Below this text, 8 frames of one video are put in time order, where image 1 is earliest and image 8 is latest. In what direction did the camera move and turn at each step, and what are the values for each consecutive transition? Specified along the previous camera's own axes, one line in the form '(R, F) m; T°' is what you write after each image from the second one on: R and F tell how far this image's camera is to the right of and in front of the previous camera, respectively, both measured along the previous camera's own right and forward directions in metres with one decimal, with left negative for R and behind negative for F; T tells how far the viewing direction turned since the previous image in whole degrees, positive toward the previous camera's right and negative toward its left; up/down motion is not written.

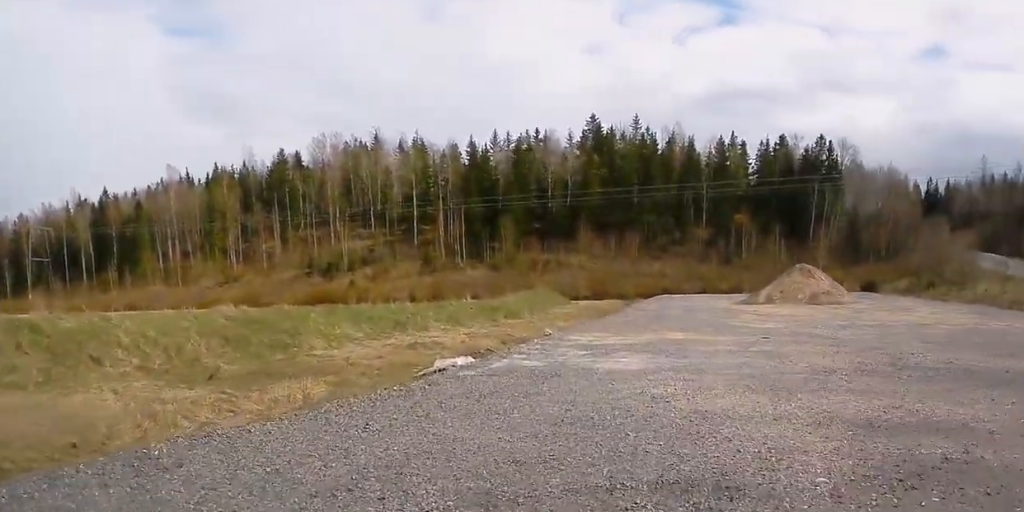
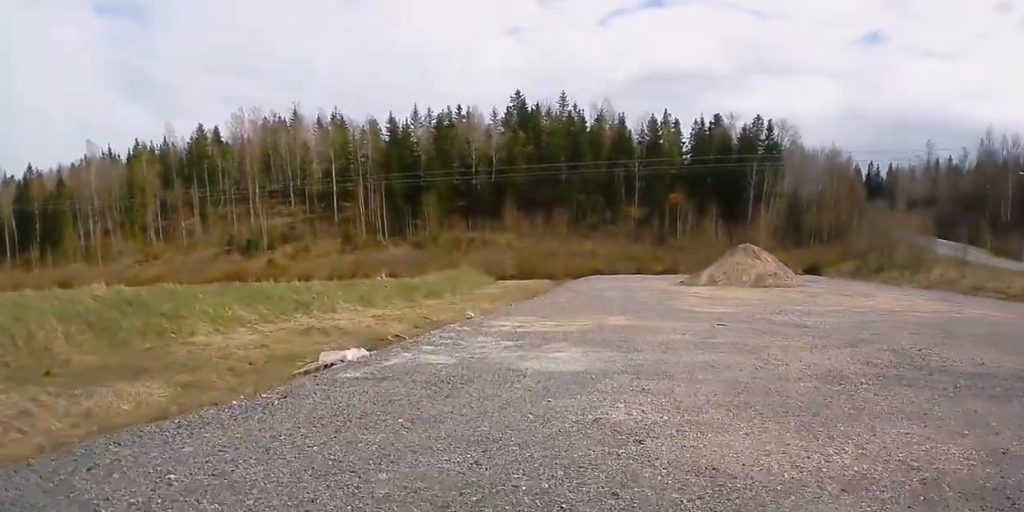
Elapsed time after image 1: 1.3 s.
(+0.1, +3.4) m; +2°
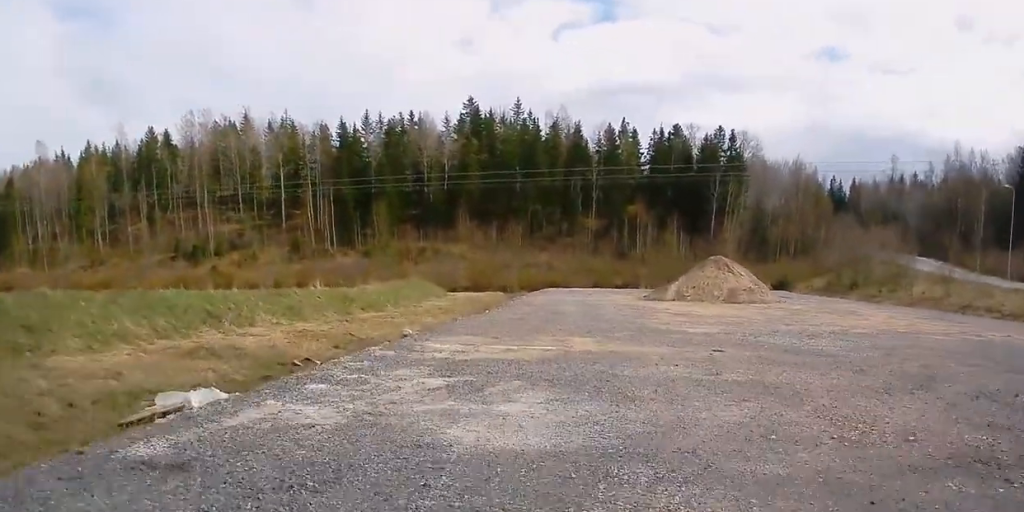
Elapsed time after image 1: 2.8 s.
(+0.1, +4.3) m; +1°
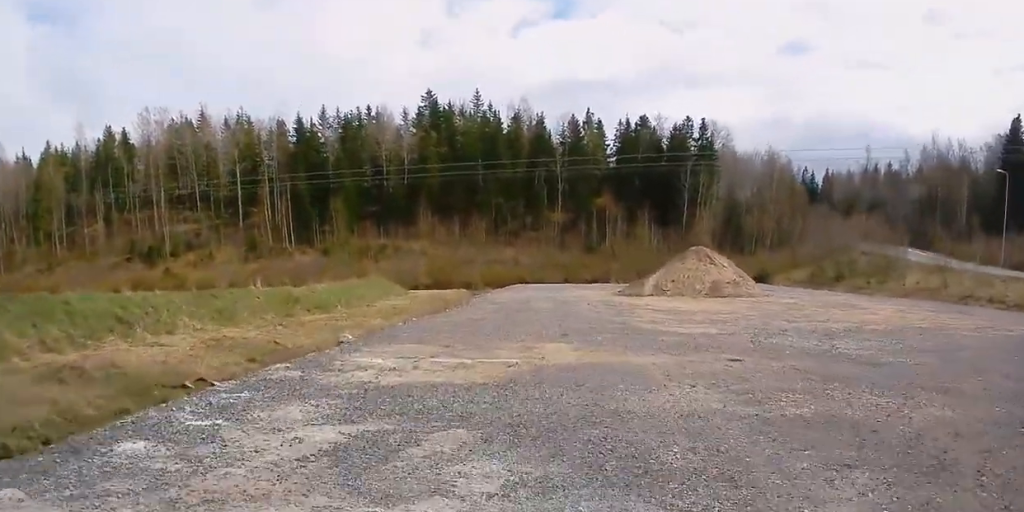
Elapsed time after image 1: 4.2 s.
(0.0, +3.9) m; +5°
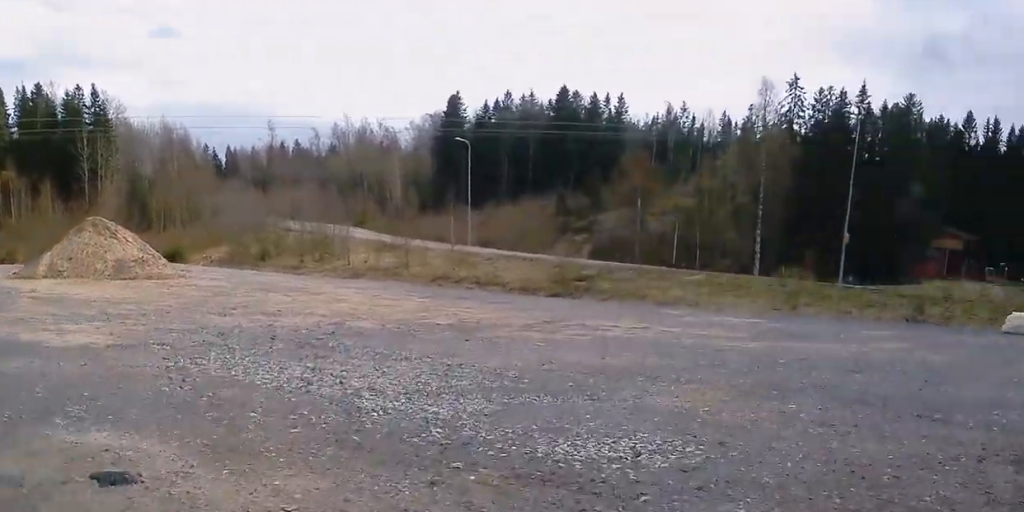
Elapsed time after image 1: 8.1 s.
(+3.3, +8.8) m; +70°
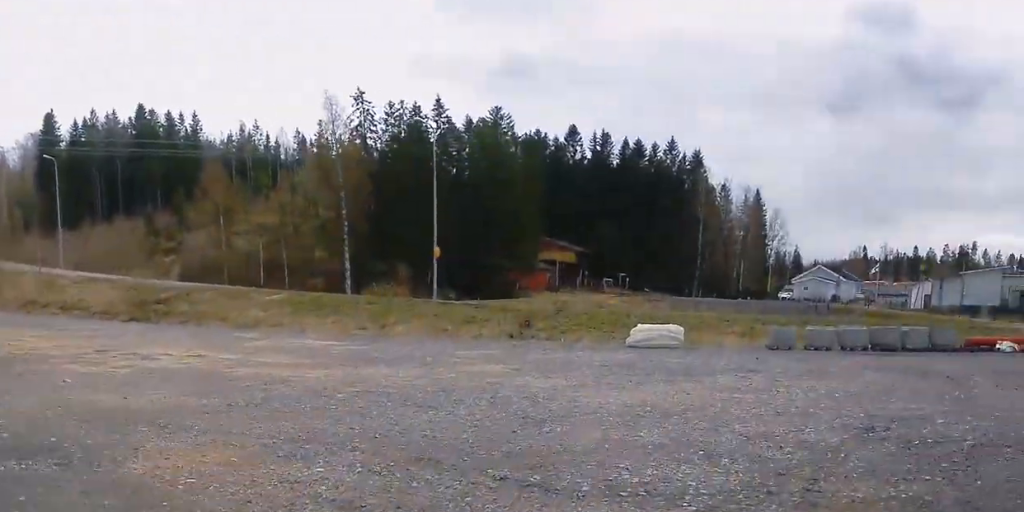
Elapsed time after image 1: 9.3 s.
(0.0, +2.8) m; +38°
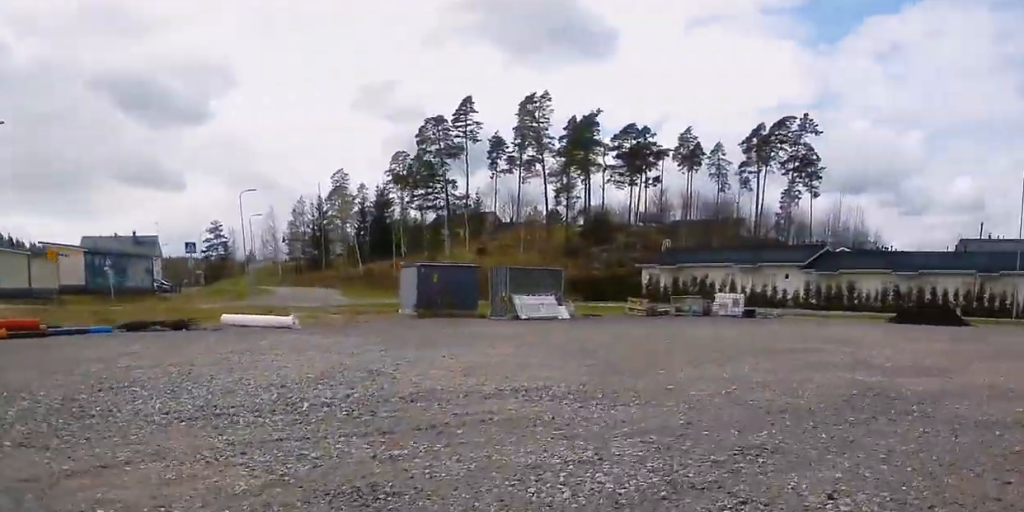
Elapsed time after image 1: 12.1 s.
(+4.9, +6.5) m; +48°
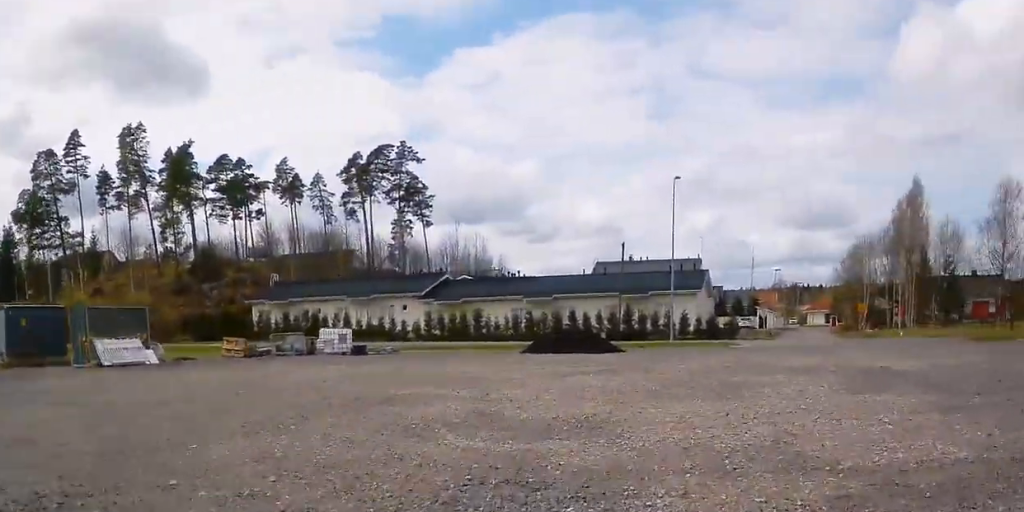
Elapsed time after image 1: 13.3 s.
(-0.2, +3.5) m; +12°
